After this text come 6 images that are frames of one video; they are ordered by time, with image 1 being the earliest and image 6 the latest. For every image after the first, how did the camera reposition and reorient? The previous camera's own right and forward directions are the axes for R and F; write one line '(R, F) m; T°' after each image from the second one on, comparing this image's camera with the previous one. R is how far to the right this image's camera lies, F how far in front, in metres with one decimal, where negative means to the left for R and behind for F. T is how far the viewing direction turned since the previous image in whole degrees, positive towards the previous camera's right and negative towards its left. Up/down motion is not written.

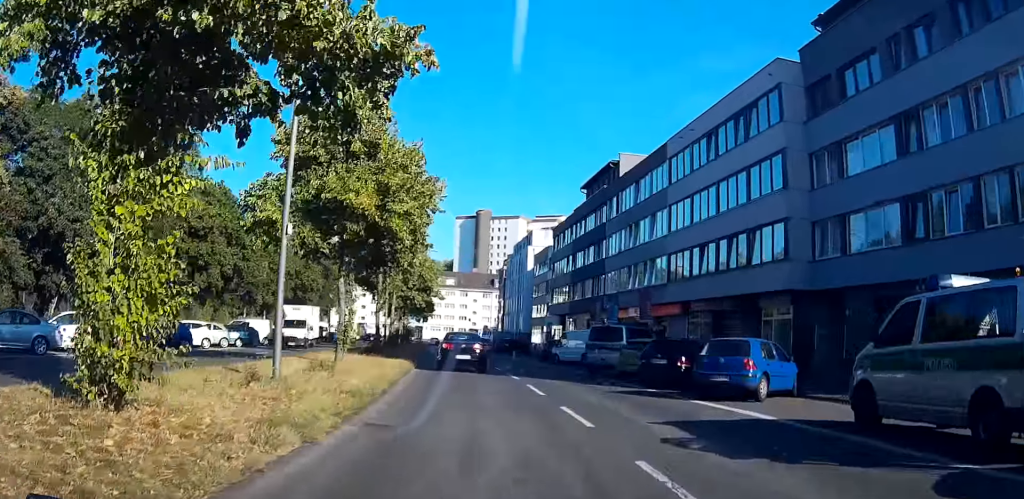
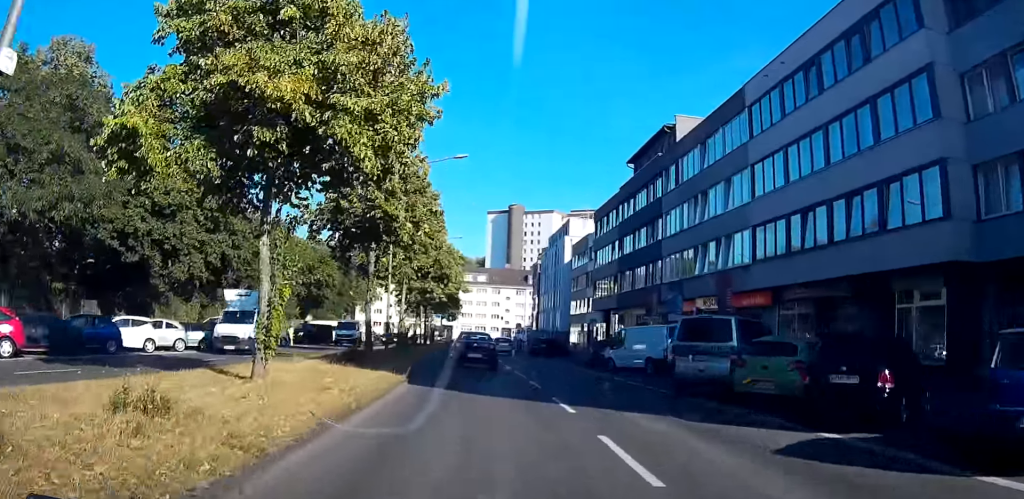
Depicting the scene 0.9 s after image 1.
(-0.4, +10.0) m; -3°
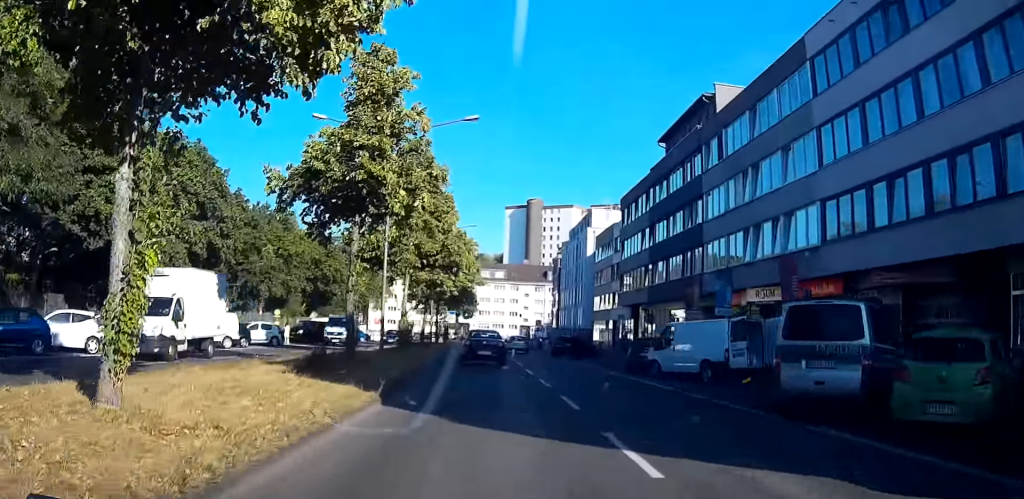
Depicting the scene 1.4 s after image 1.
(-0.1, +5.8) m; -1°
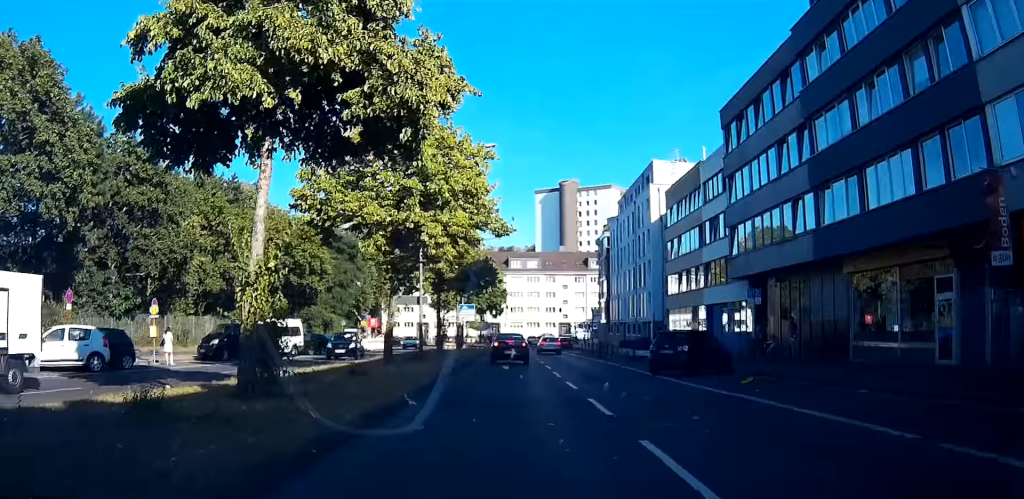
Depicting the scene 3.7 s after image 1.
(-0.5, +24.8) m; -1°
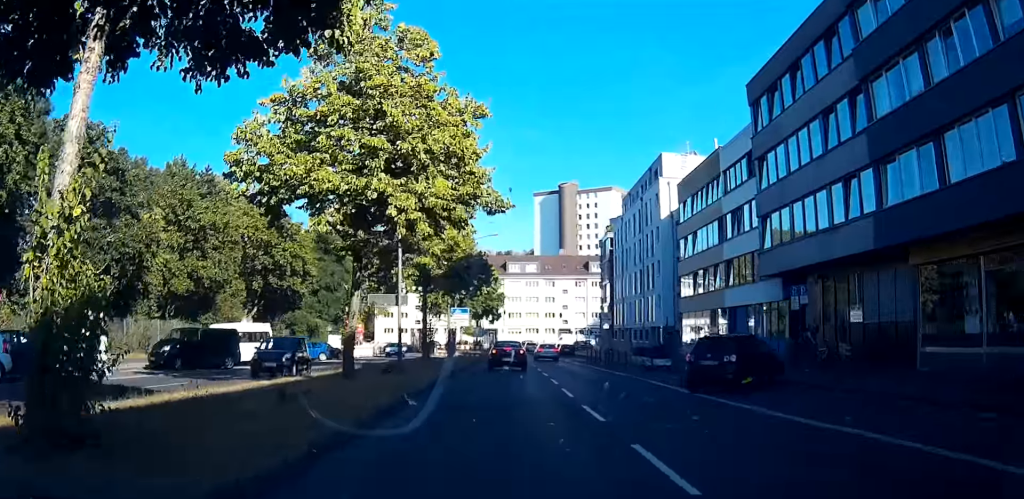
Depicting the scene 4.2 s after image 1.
(0.0, +5.4) m; 0°
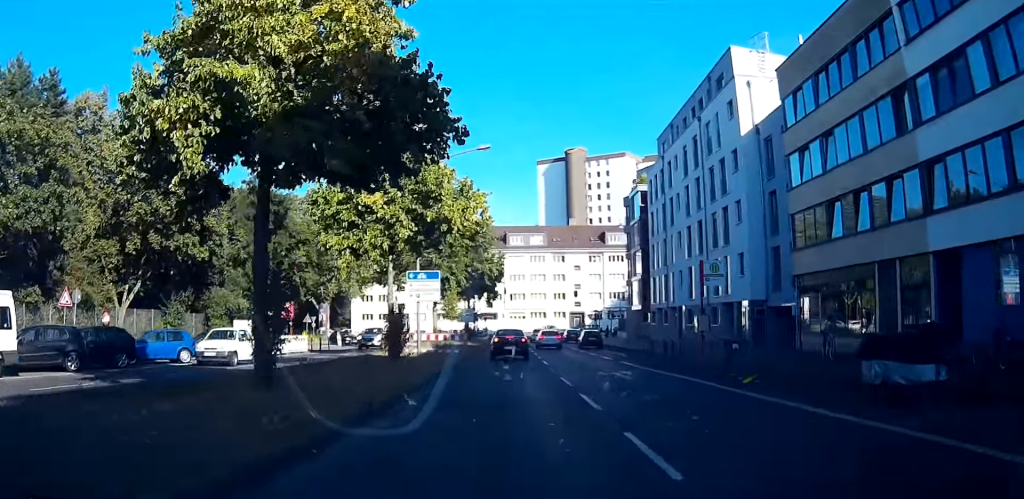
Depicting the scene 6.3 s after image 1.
(+0.1, +22.5) m; 0°
